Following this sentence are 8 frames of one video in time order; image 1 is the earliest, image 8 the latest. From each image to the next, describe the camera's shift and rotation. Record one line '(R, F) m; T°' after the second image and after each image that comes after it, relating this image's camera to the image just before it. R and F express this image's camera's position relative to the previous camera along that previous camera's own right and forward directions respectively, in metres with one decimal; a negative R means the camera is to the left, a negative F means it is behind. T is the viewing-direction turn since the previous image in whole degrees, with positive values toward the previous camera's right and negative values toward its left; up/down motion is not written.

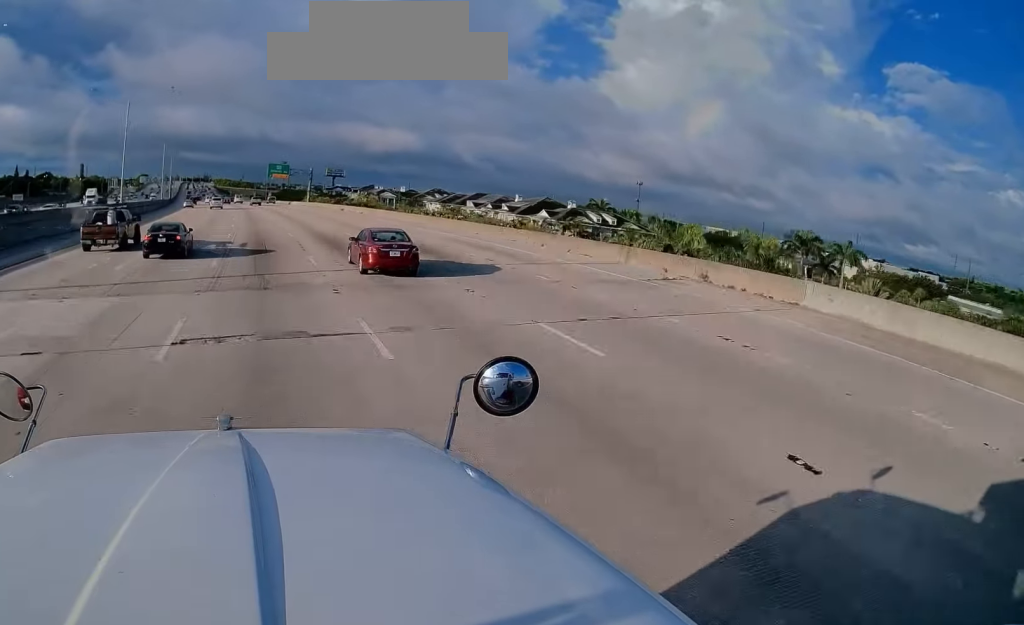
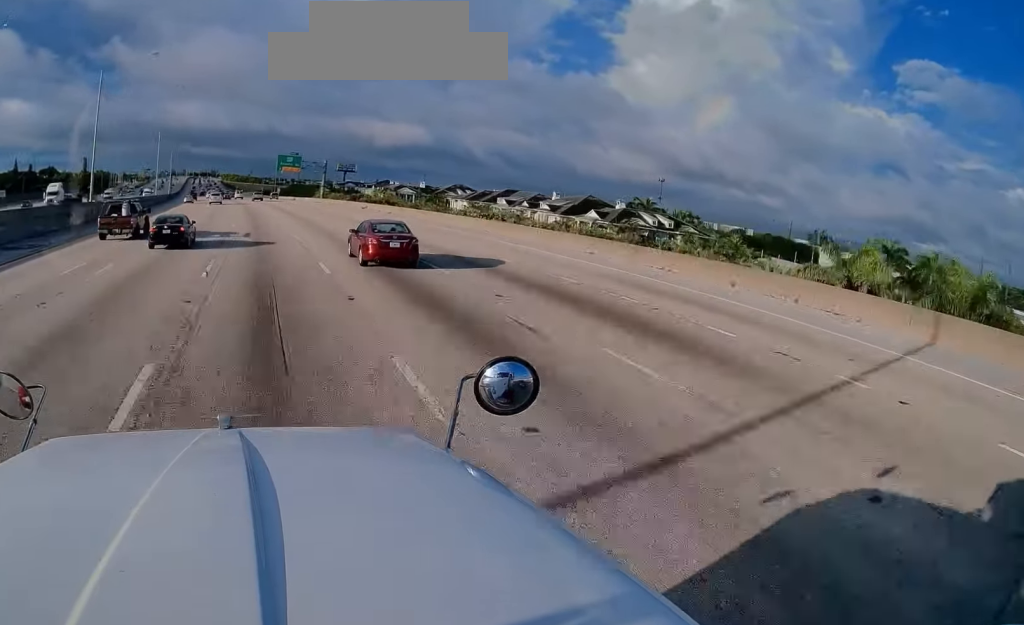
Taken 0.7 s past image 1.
(0.0, +13.8) m; 0°
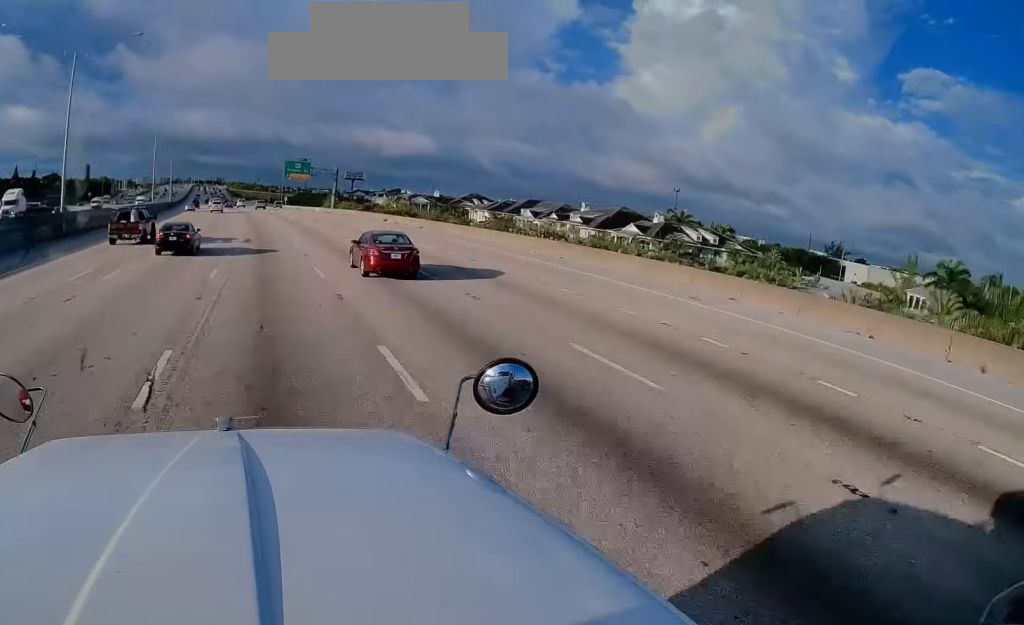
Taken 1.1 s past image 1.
(0.0, +9.2) m; 0°
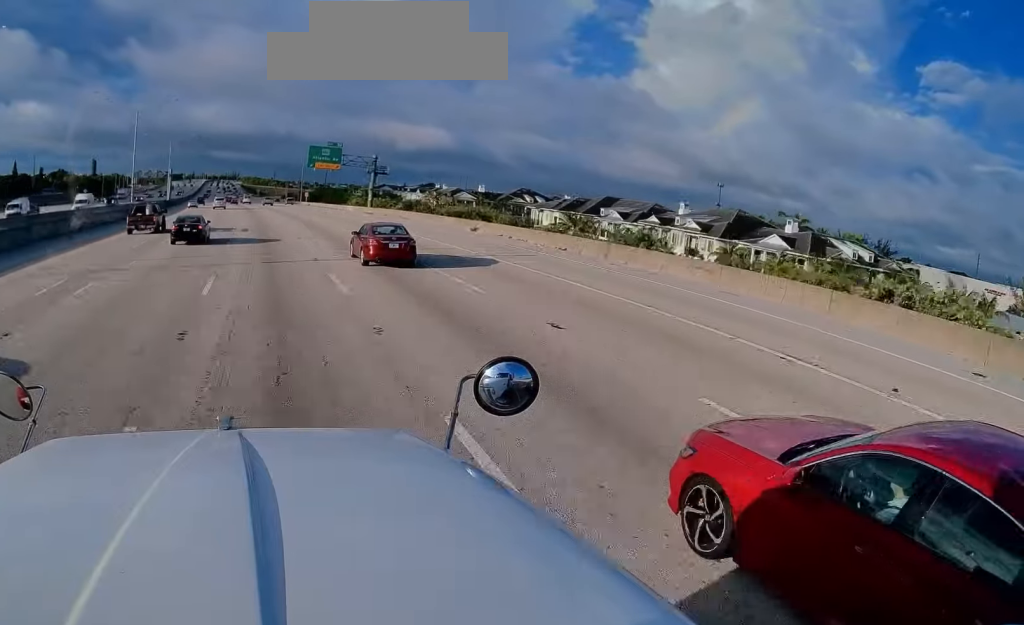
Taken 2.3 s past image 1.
(-0.3, +26.2) m; -2°
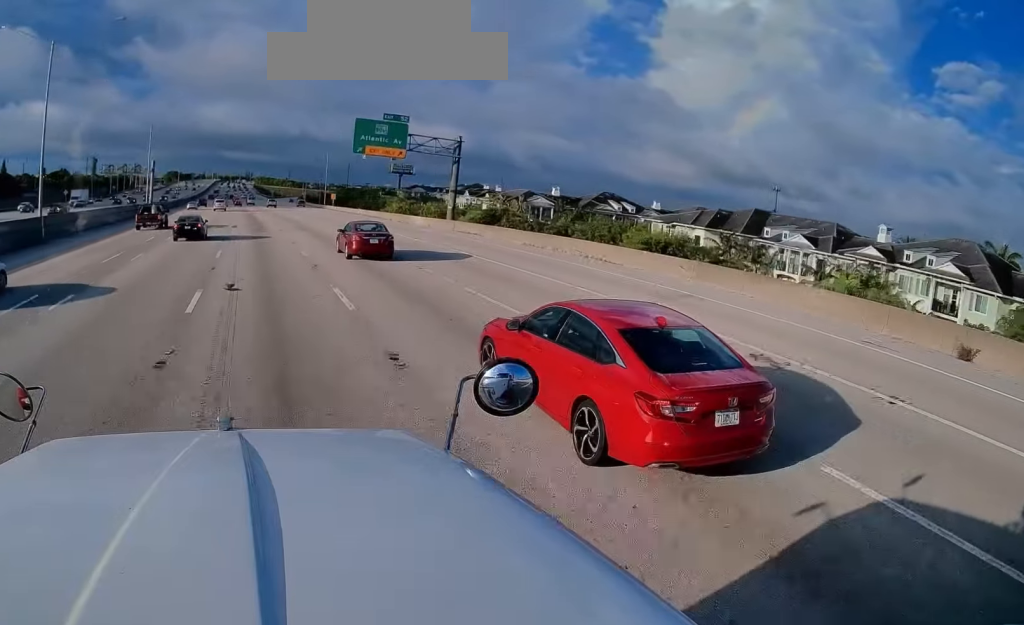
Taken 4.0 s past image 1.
(-0.9, +36.7) m; -4°
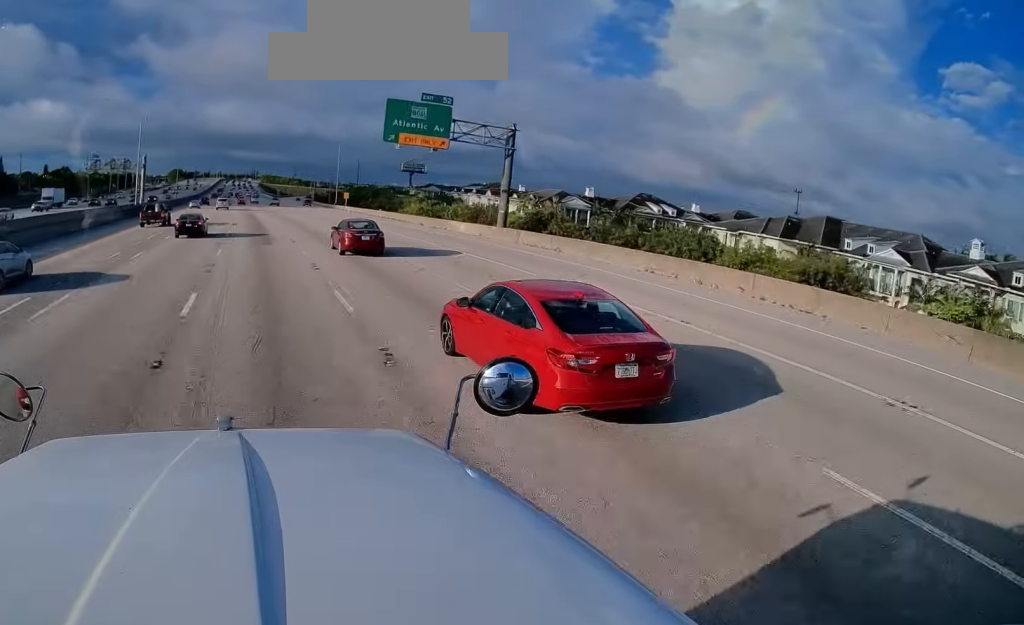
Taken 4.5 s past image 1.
(-0.4, +12.6) m; -1°
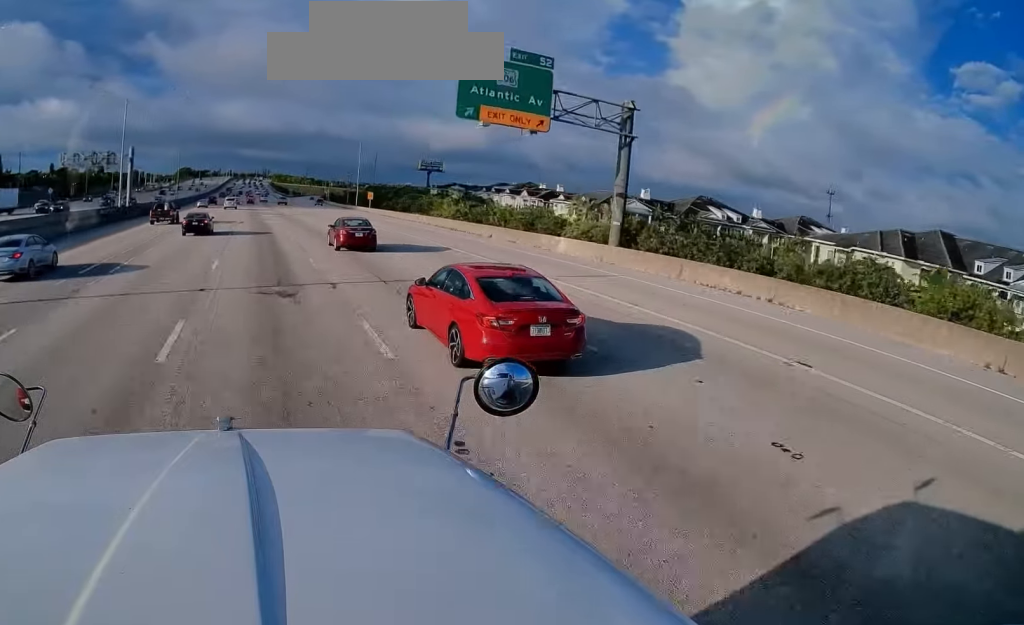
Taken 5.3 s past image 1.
(-0.1, +16.3) m; 0°
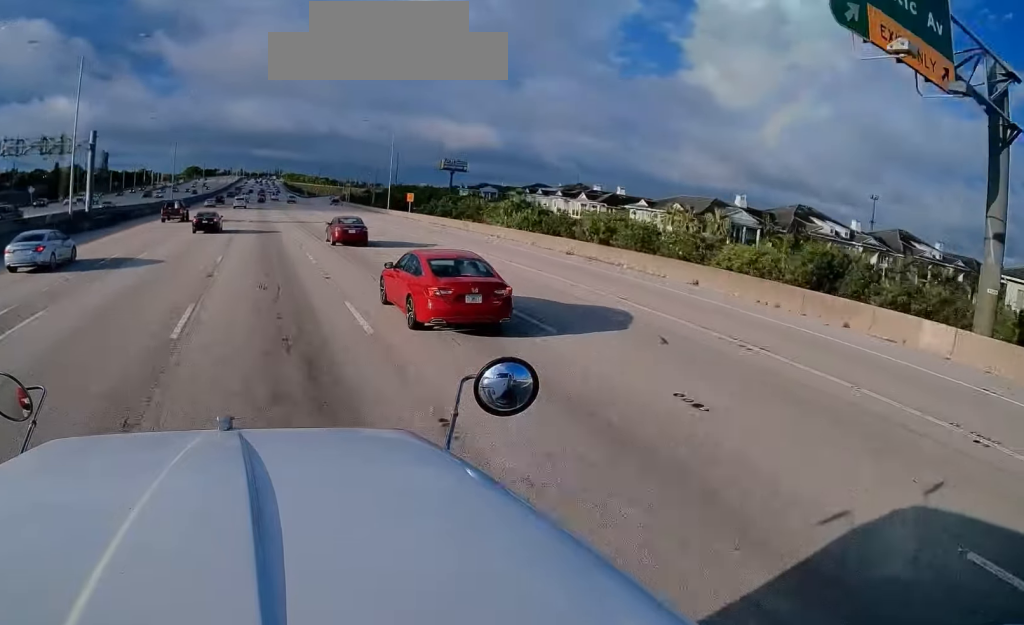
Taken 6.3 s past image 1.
(+0.2, +22.1) m; 0°
